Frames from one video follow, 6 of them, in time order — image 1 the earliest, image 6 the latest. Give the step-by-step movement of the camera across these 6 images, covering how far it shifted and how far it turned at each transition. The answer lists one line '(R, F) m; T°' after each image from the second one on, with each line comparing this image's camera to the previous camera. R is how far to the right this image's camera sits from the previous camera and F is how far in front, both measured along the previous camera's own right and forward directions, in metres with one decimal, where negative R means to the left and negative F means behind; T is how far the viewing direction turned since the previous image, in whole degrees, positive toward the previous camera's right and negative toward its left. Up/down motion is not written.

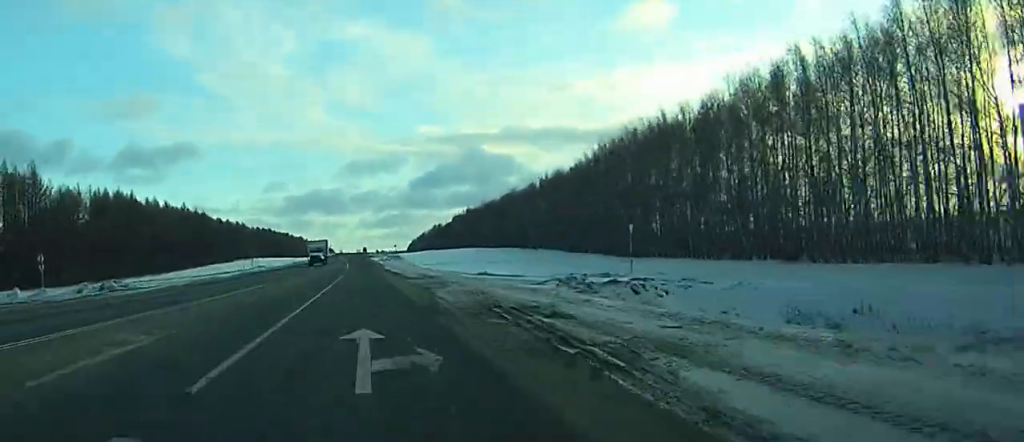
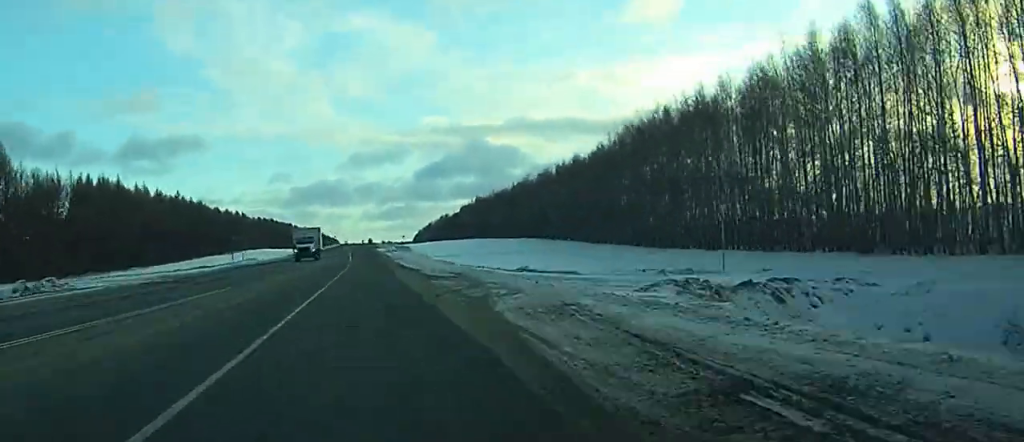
(0.0, +14.6) m; 0°
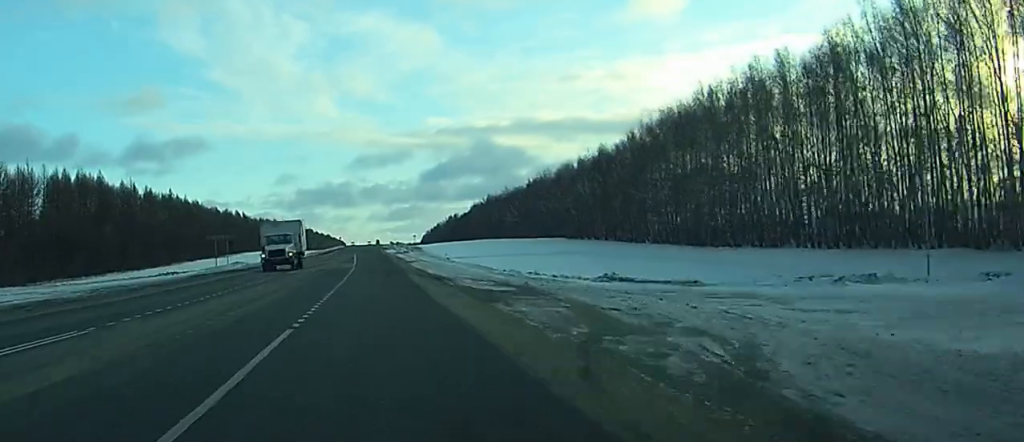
(0.0, +16.6) m; 0°
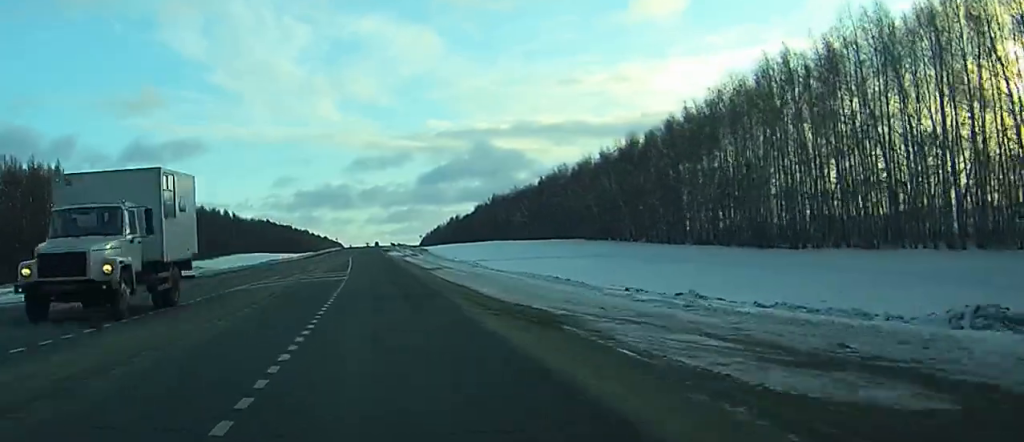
(0.0, +22.0) m; 0°
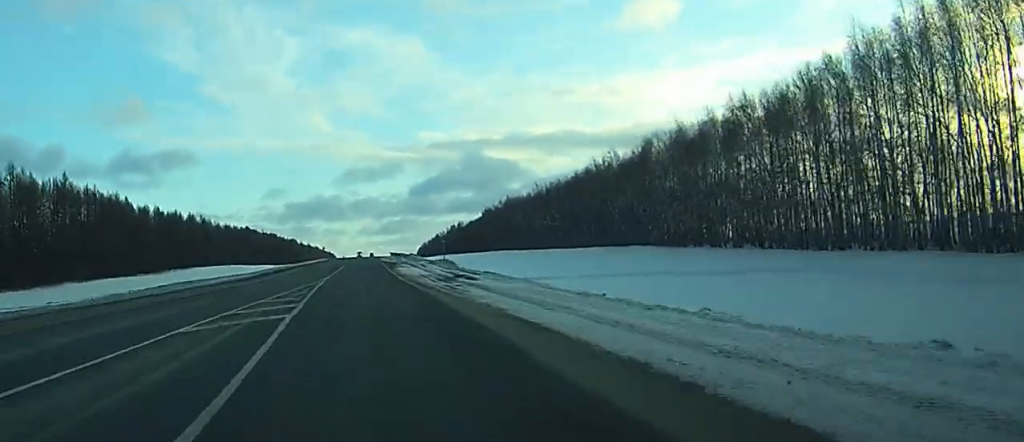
(+0.1, +50.8) m; 0°
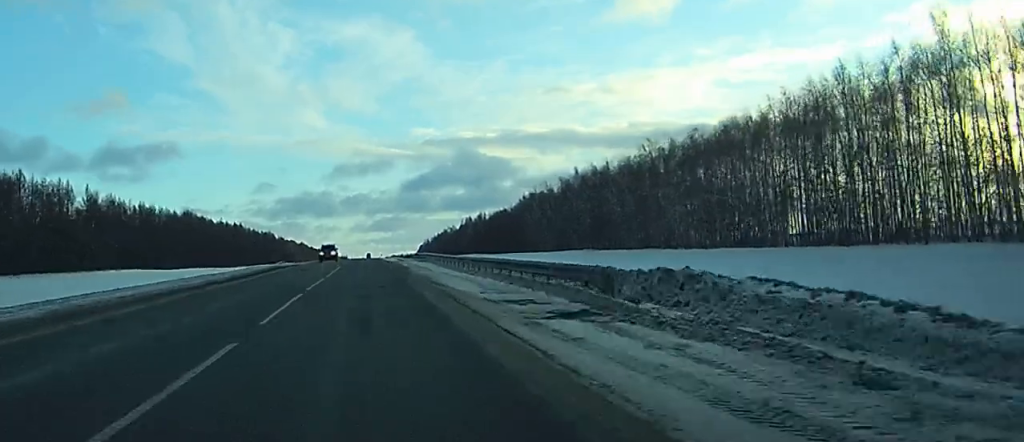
(+0.4, +98.6) m; 0°
